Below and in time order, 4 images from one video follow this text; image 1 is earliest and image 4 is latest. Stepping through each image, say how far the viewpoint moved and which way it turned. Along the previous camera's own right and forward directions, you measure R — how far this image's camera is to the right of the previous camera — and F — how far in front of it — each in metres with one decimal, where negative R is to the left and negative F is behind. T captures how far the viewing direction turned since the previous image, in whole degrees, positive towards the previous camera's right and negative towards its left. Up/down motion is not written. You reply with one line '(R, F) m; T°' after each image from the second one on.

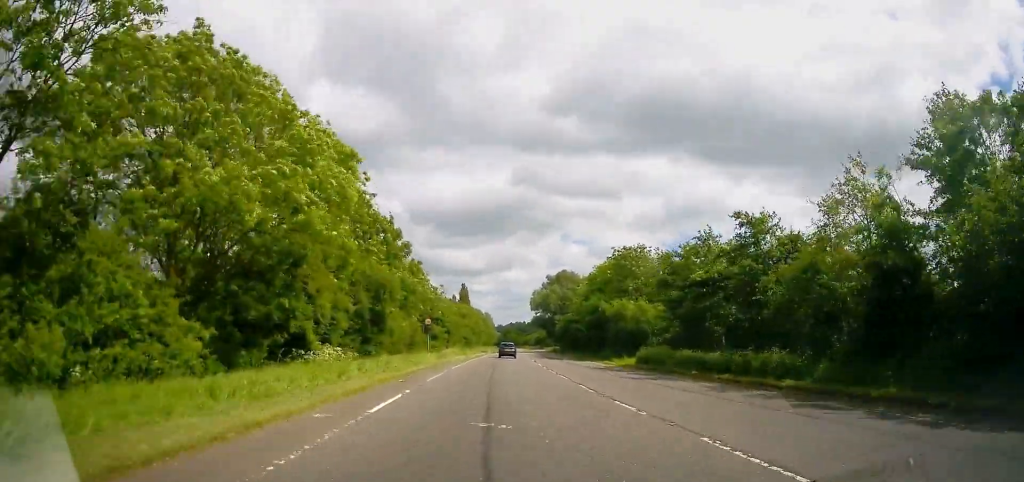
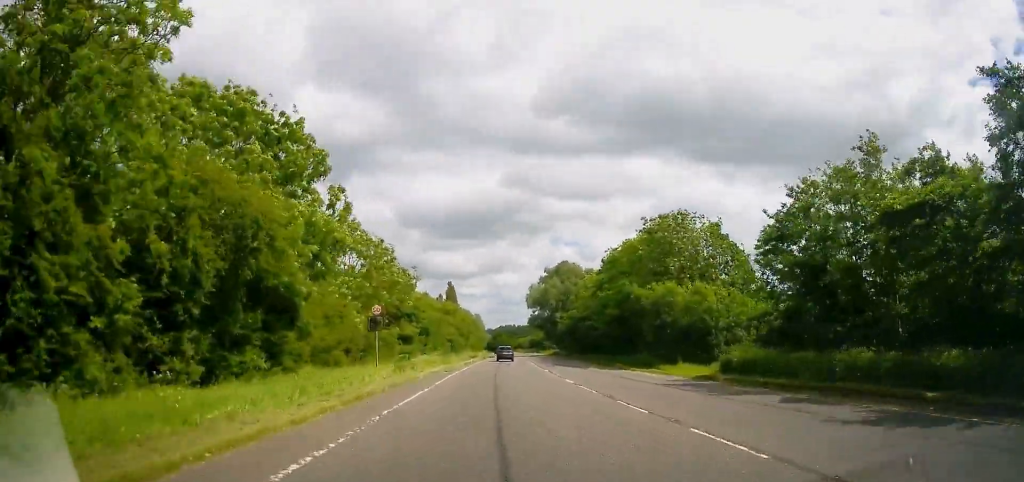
(+0.3, +17.1) m; +2°
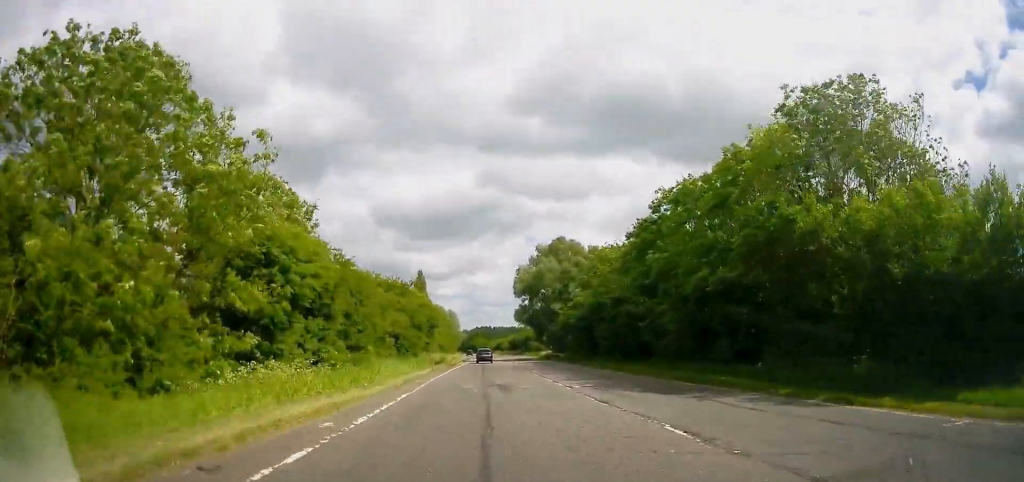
(+0.7, +27.2) m; +2°
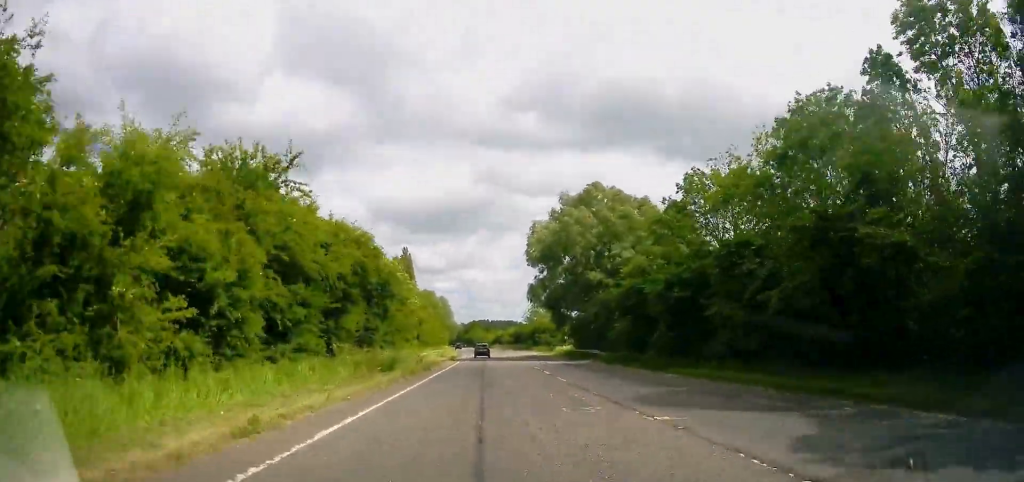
(0.0, +27.8) m; -1°
